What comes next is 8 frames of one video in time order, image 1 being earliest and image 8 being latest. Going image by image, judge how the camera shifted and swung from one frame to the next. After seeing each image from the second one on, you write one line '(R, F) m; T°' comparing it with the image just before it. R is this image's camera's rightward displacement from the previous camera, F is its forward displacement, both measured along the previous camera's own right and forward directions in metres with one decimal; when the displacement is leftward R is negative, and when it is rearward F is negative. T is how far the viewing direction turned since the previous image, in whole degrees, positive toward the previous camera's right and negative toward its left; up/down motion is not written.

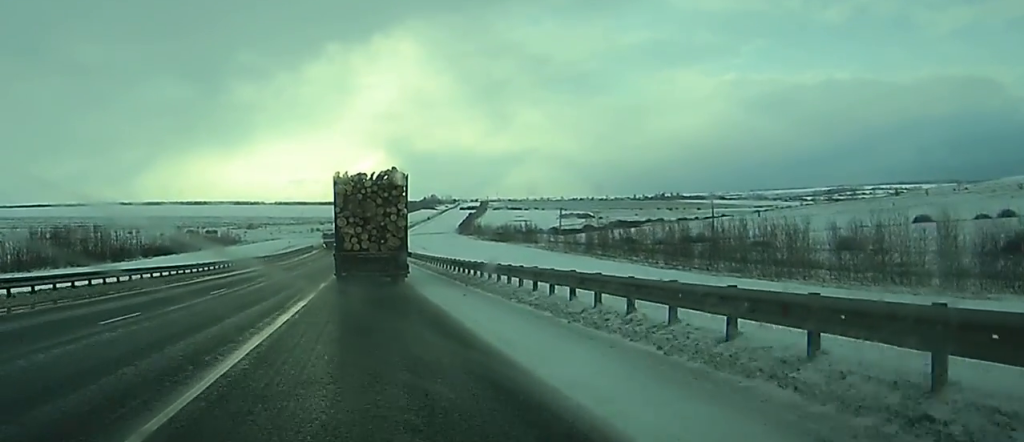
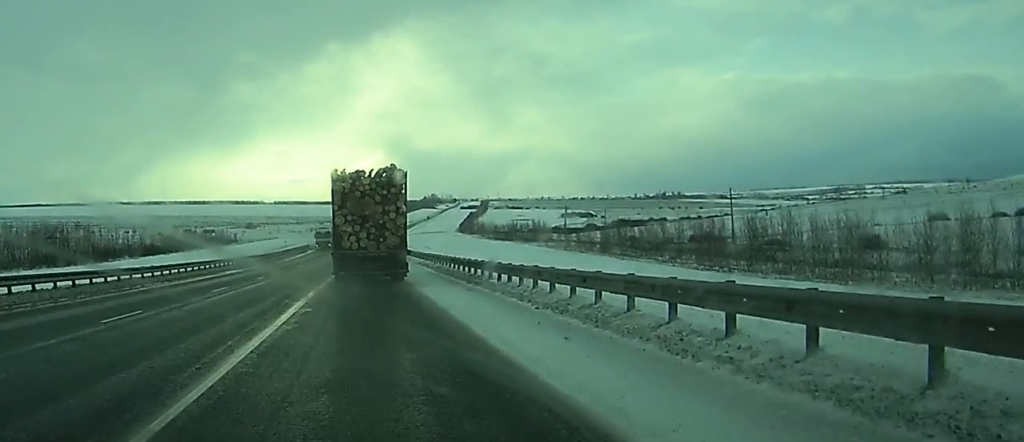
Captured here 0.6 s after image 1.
(0.0, +11.7) m; 0°
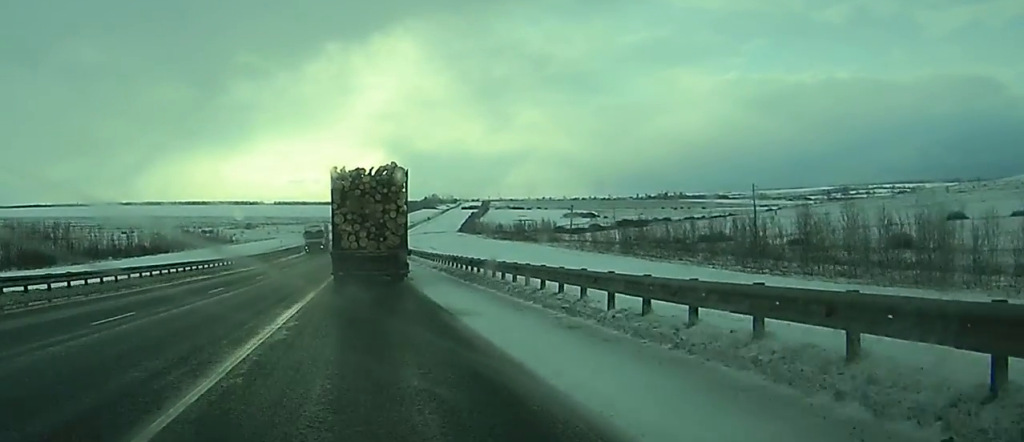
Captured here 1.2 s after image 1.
(0.0, +12.5) m; 0°
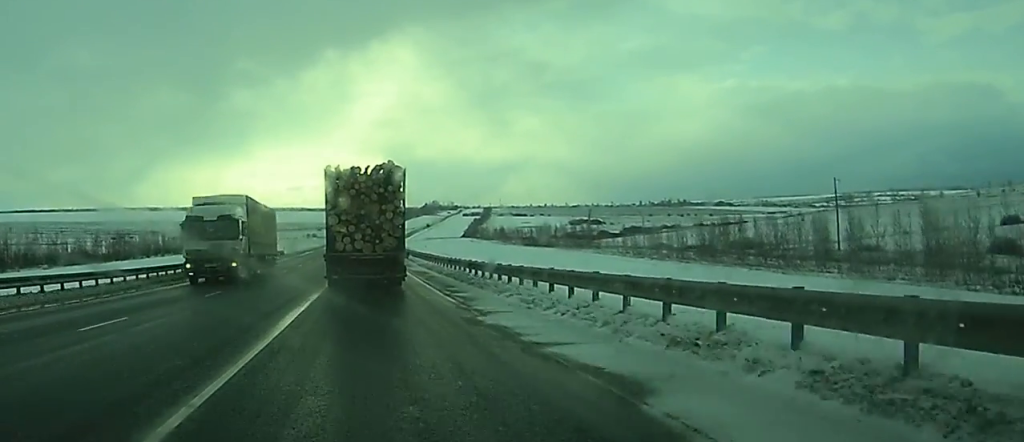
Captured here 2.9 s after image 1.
(+0.2, +36.5) m; 0°
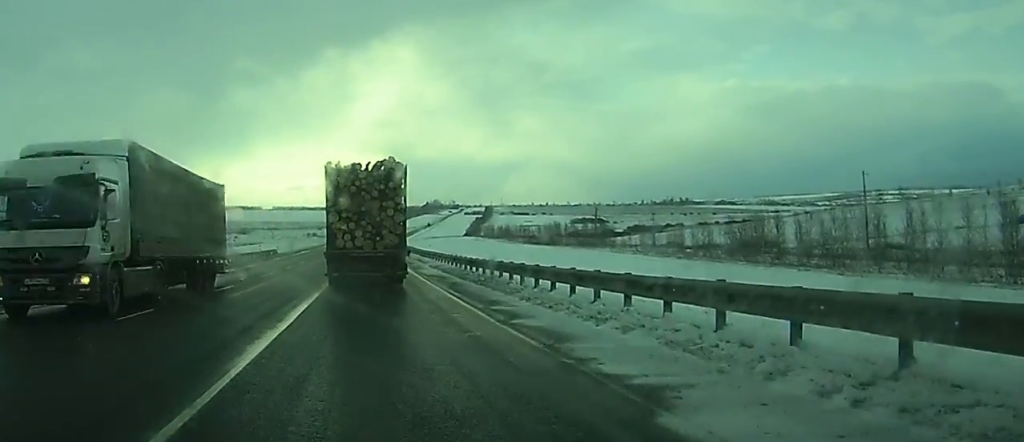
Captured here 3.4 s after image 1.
(0.0, +9.9) m; 0°
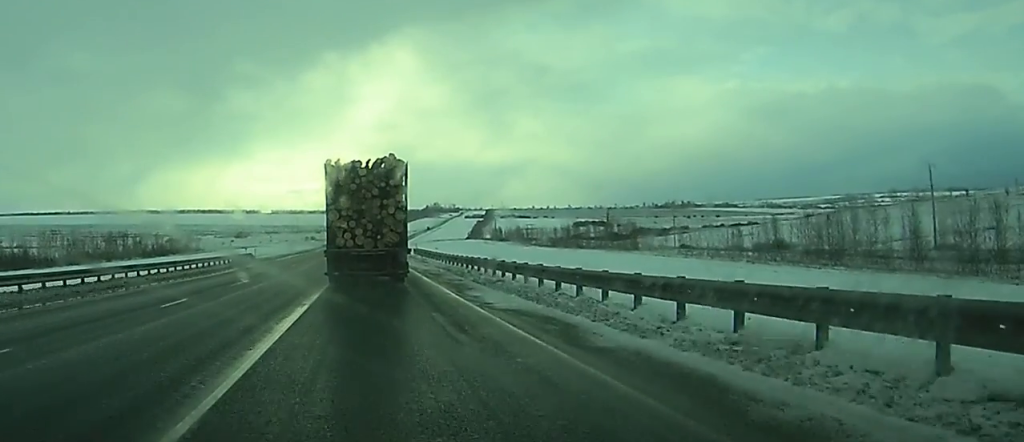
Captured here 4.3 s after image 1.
(-0.1, +20.5) m; 0°
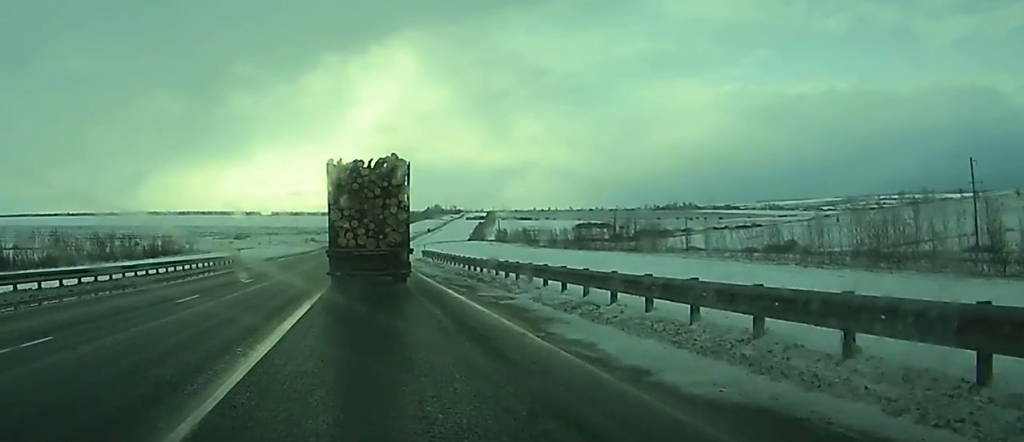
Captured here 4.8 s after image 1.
(+0.1, +10.6) m; 0°
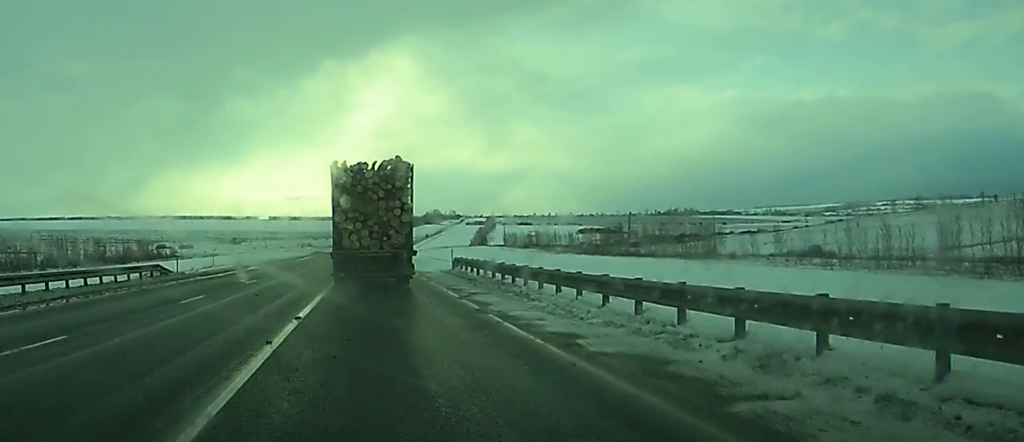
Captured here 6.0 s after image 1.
(+0.2, +23.9) m; 0°
